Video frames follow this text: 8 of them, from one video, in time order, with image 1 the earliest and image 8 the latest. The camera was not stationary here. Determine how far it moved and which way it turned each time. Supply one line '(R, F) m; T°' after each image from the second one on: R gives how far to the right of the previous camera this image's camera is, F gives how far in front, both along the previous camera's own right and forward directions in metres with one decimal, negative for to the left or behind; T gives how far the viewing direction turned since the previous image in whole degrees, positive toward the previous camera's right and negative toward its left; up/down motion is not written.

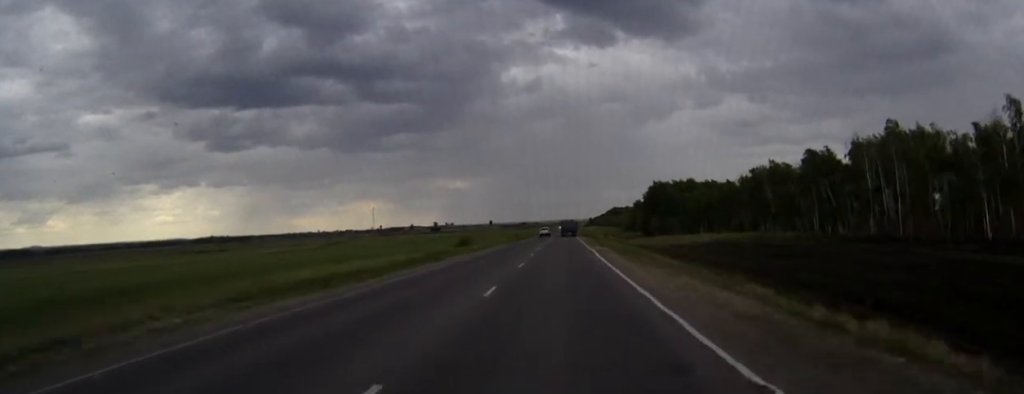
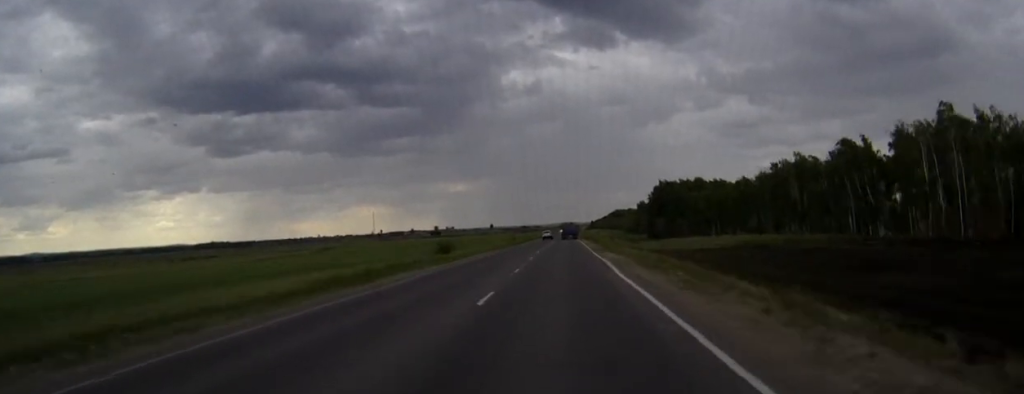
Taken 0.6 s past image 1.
(0.0, +13.0) m; 0°
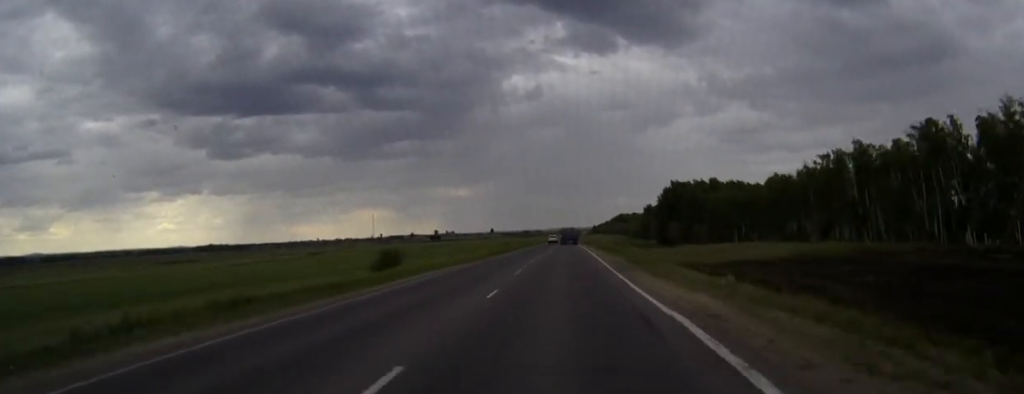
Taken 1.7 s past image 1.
(0.0, +22.0) m; 0°
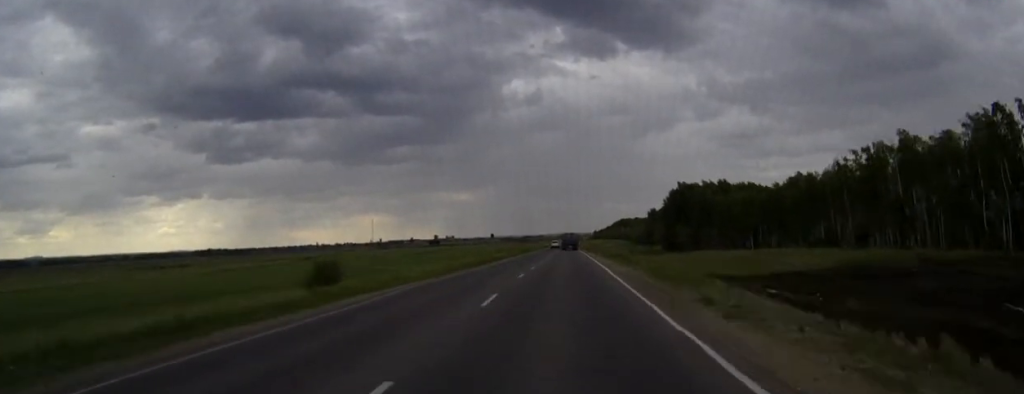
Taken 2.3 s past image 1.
(0.0, +12.5) m; 0°
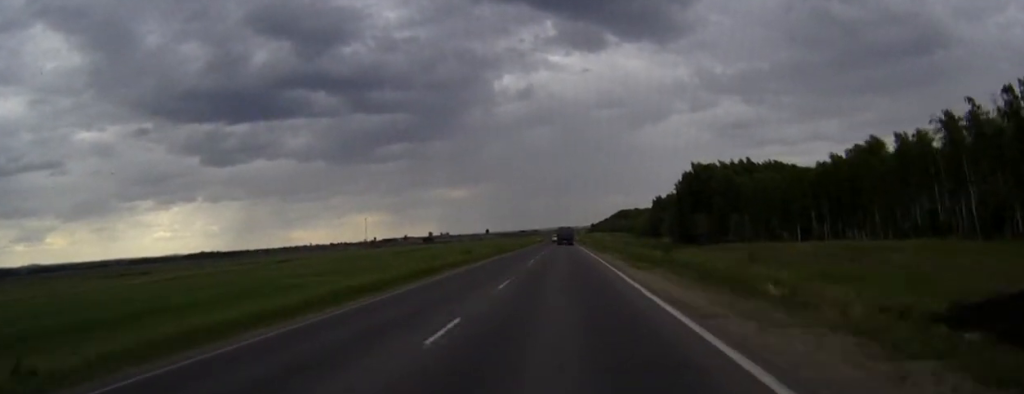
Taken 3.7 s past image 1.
(0.0, +29.8) m; 0°
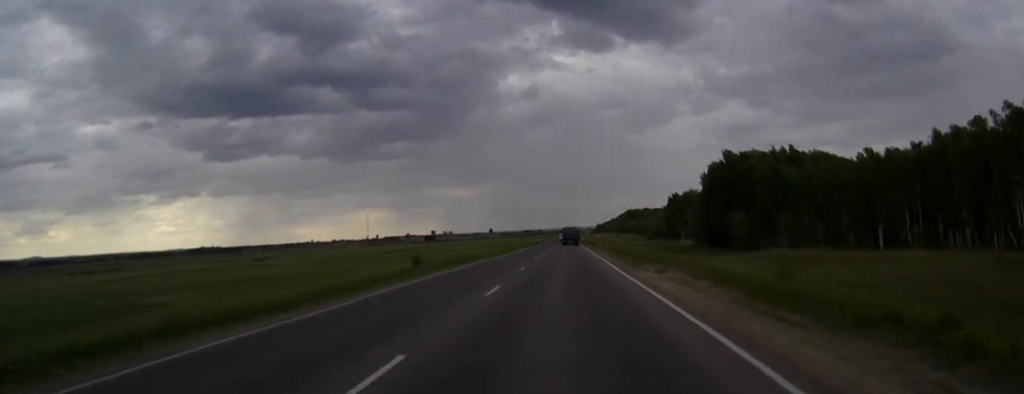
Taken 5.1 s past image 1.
(0.0, +28.0) m; 0°
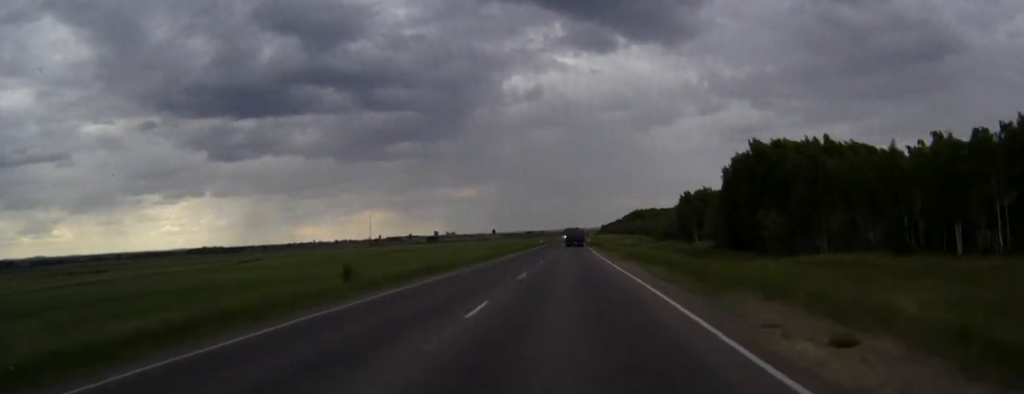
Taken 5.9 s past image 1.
(-0.1, +17.0) m; 0°
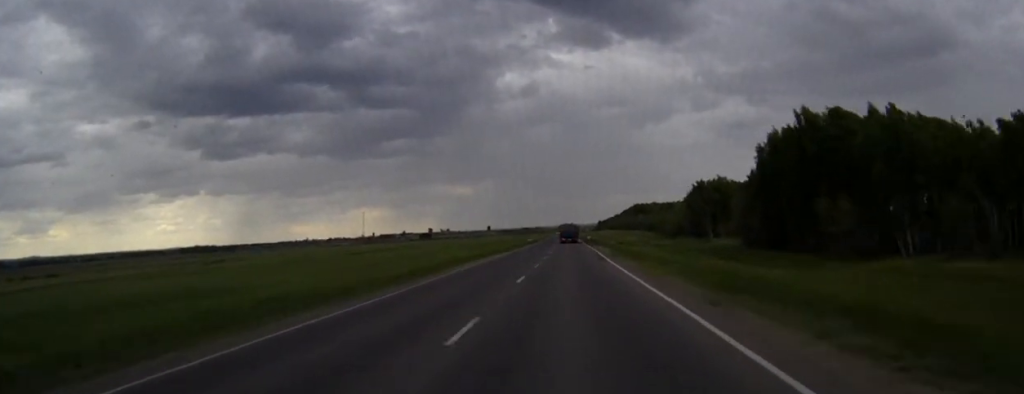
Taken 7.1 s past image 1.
(0.0, +27.2) m; 0°
